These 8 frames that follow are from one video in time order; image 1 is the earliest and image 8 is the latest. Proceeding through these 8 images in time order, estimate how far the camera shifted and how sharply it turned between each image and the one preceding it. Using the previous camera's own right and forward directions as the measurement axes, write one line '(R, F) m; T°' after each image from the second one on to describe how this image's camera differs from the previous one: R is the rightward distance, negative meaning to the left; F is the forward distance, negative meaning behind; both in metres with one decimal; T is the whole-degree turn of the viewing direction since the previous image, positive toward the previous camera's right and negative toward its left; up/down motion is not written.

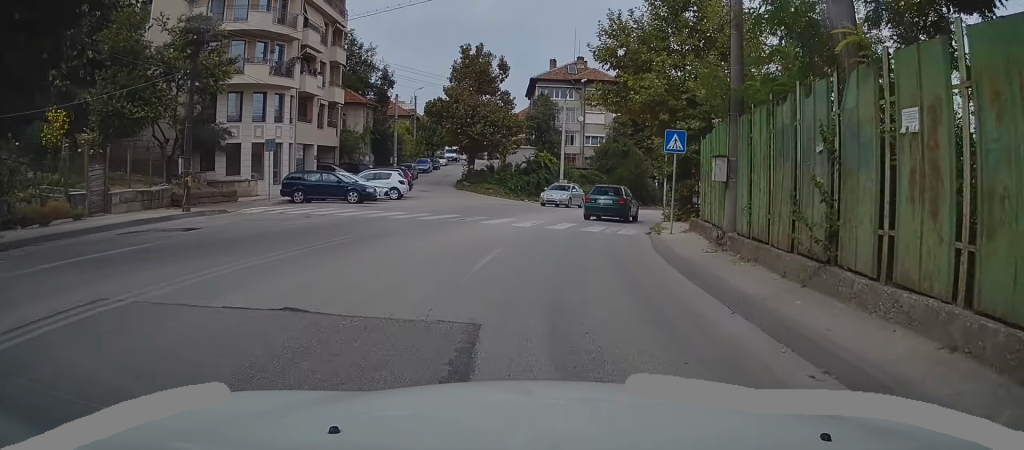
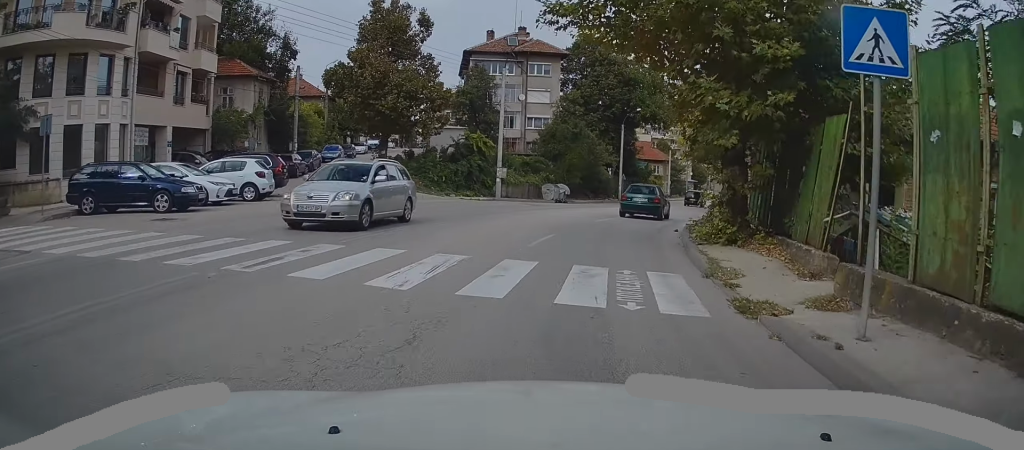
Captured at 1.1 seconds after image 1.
(+0.6, +11.9) m; +6°
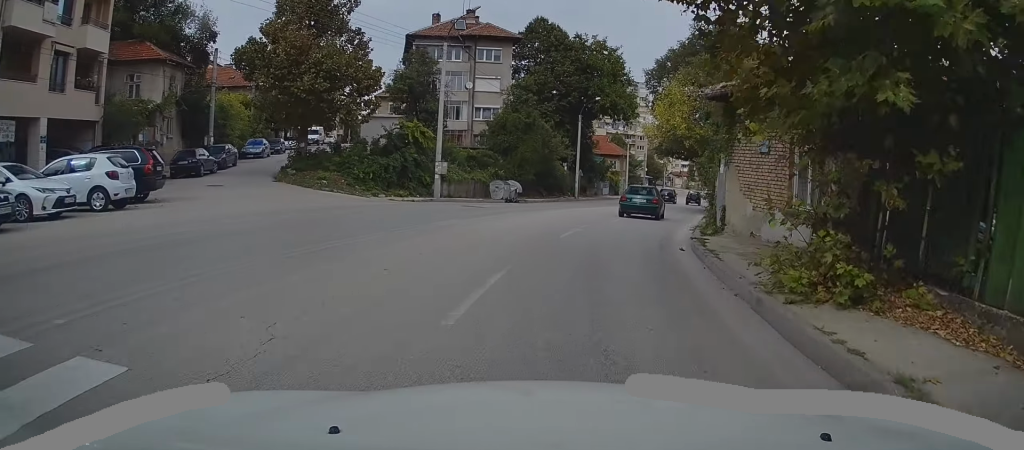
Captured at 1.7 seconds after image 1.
(+0.3, +6.3) m; +4°
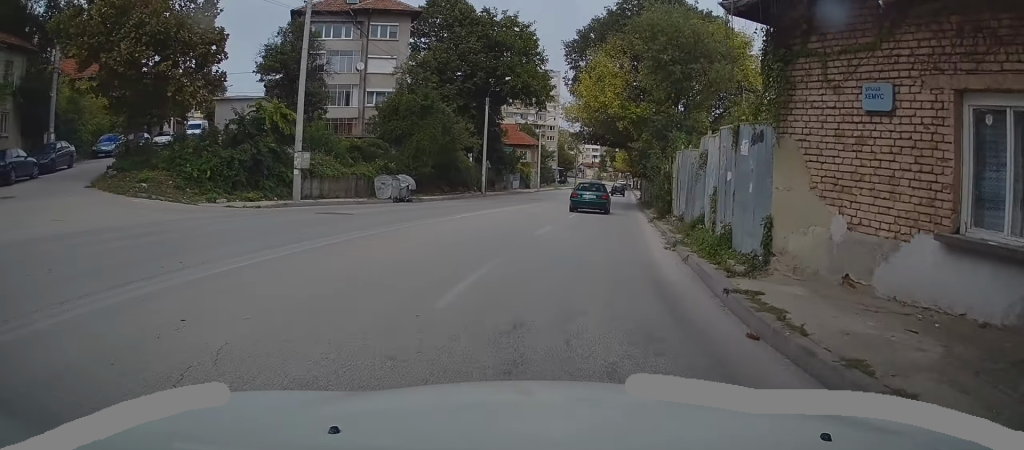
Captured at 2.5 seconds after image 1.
(+0.3, +8.0) m; +5°
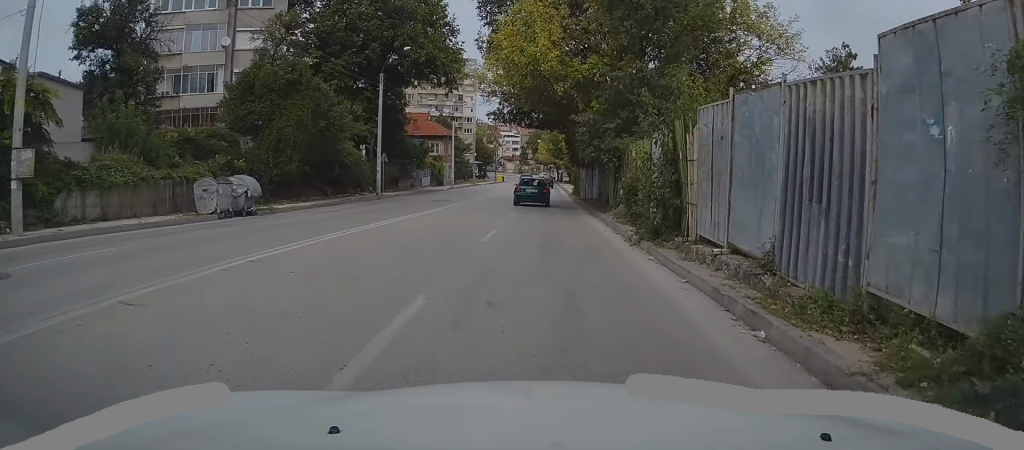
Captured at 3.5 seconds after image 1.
(+0.7, +11.0) m; +6°
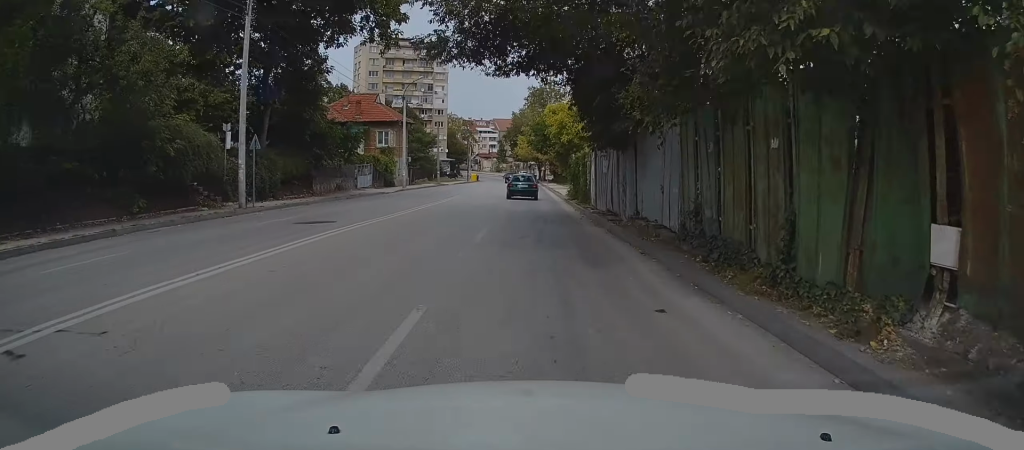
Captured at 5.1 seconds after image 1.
(+1.1, +18.9) m; +5°
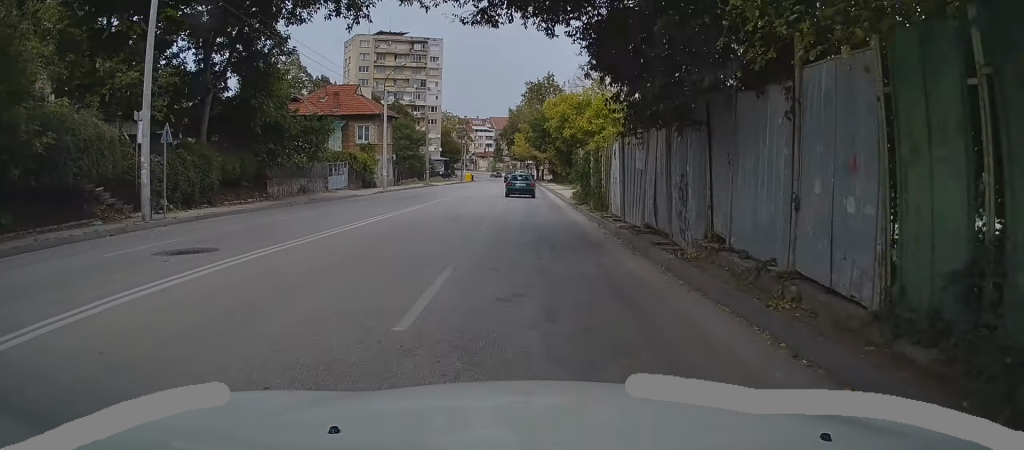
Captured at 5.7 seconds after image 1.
(0.0, +6.9) m; 0°
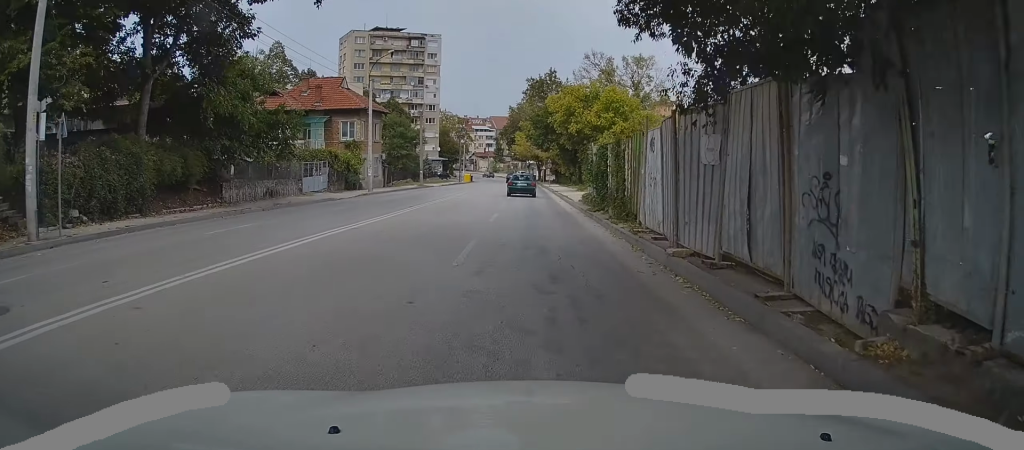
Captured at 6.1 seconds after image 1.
(0.0, +5.3) m; 0°
